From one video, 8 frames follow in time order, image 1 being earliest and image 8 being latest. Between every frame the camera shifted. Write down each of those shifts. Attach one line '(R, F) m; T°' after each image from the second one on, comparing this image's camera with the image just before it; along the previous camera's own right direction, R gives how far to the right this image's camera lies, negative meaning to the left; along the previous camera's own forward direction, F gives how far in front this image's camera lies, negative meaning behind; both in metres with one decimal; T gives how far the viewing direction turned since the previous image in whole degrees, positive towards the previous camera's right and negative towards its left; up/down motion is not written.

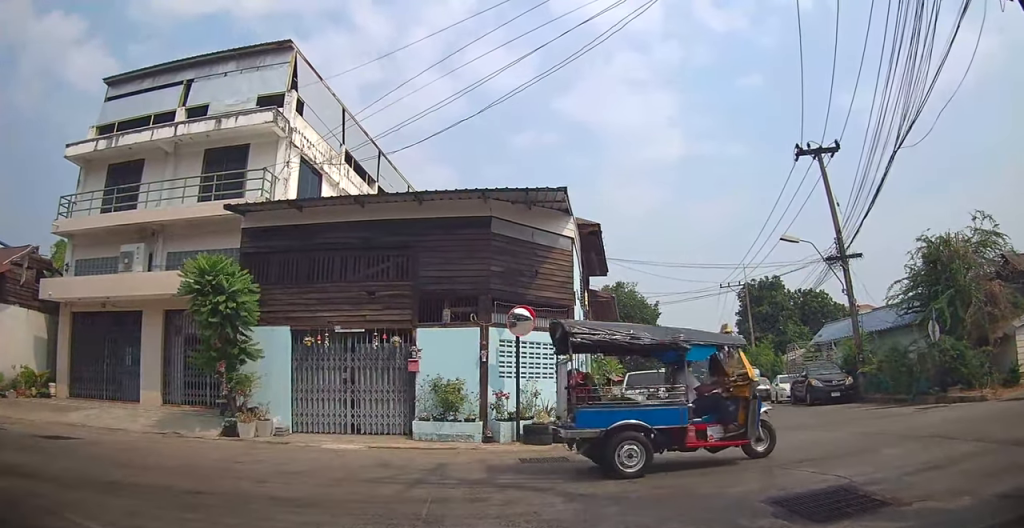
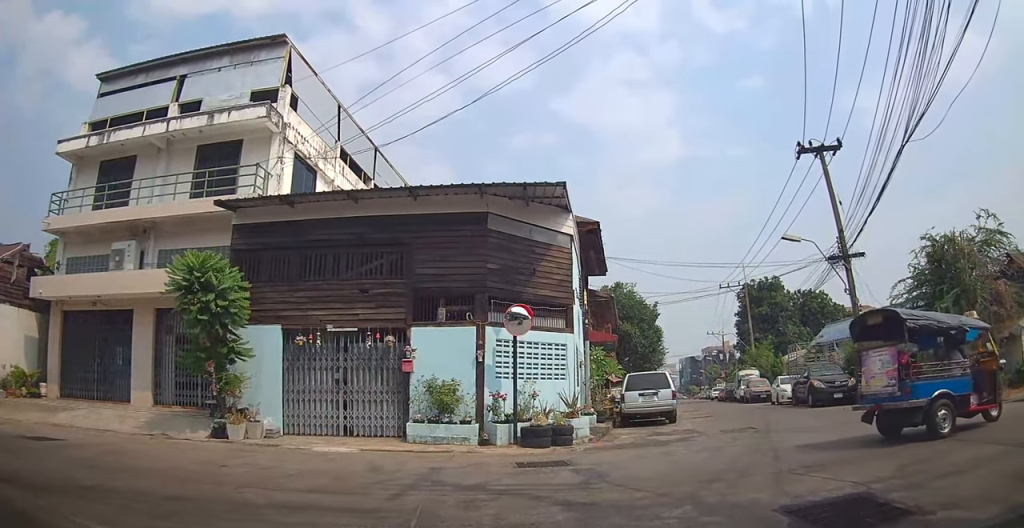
(-0.3, +0.5) m; 0°
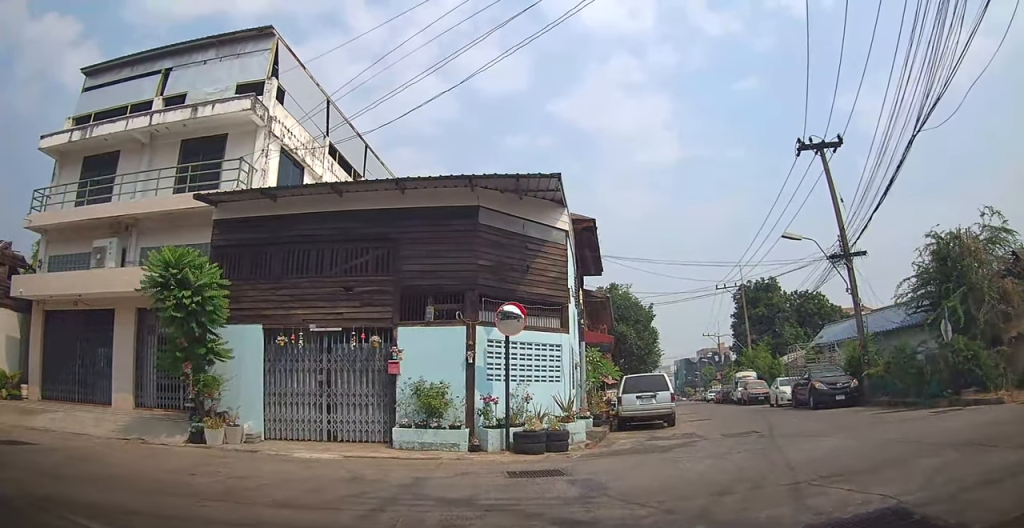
(-0.4, +0.7) m; 0°
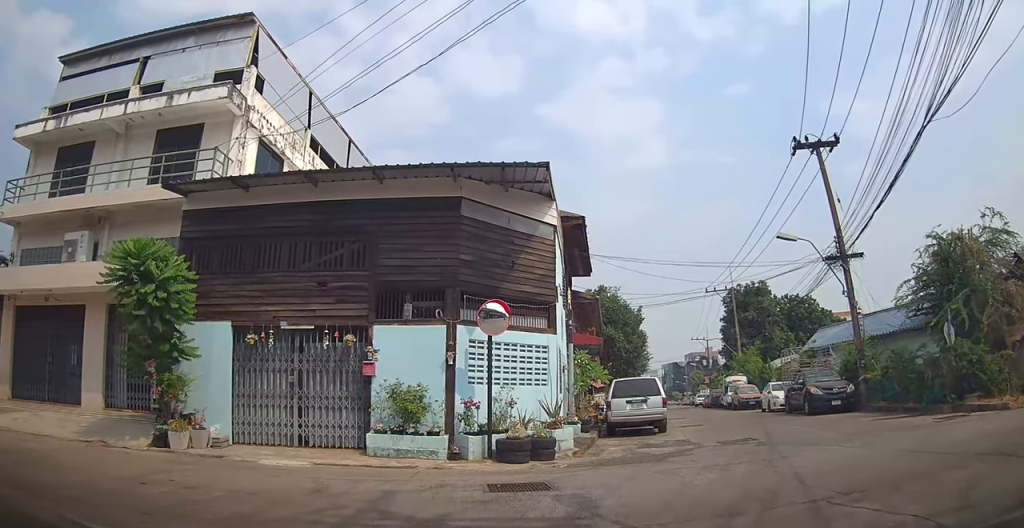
(-0.5, +0.8) m; 0°
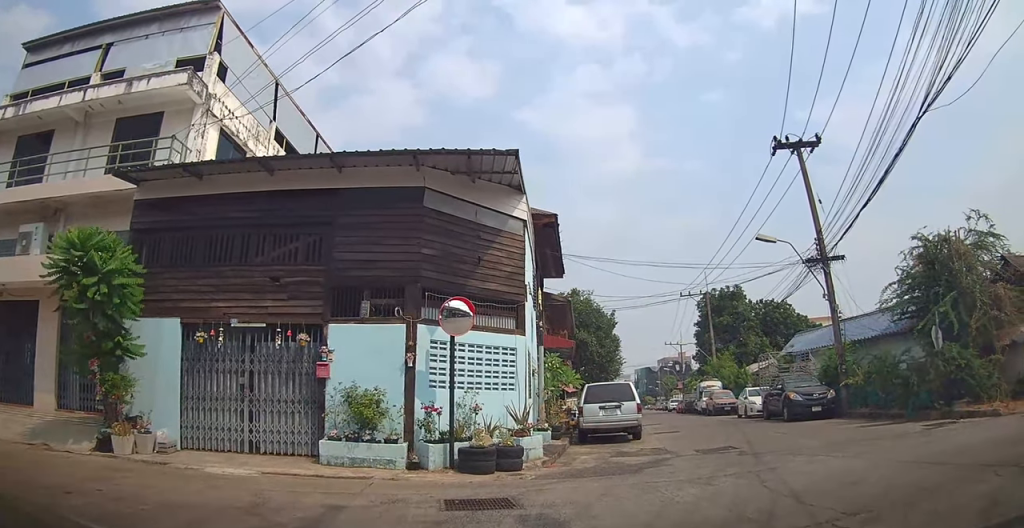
(-0.5, +0.8) m; 0°
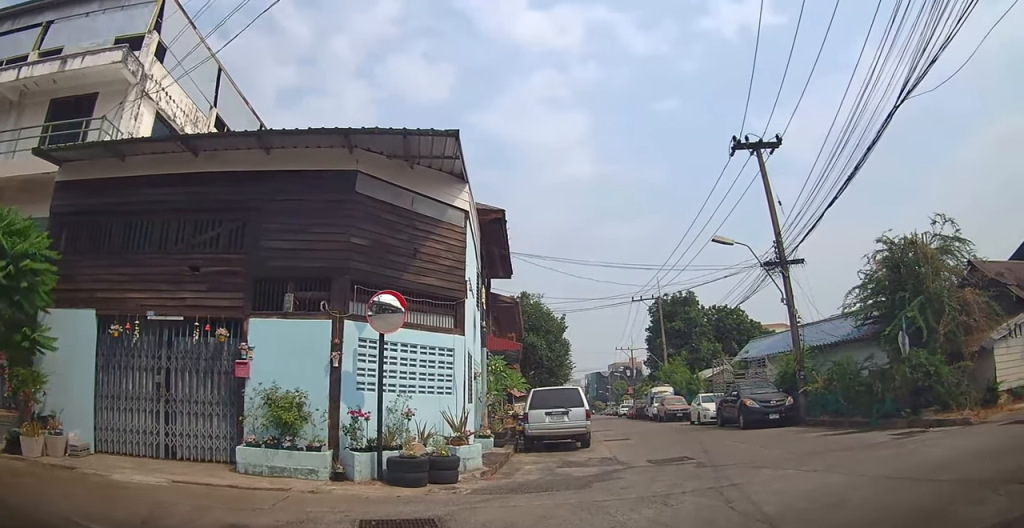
(-0.6, +1.0) m; 0°
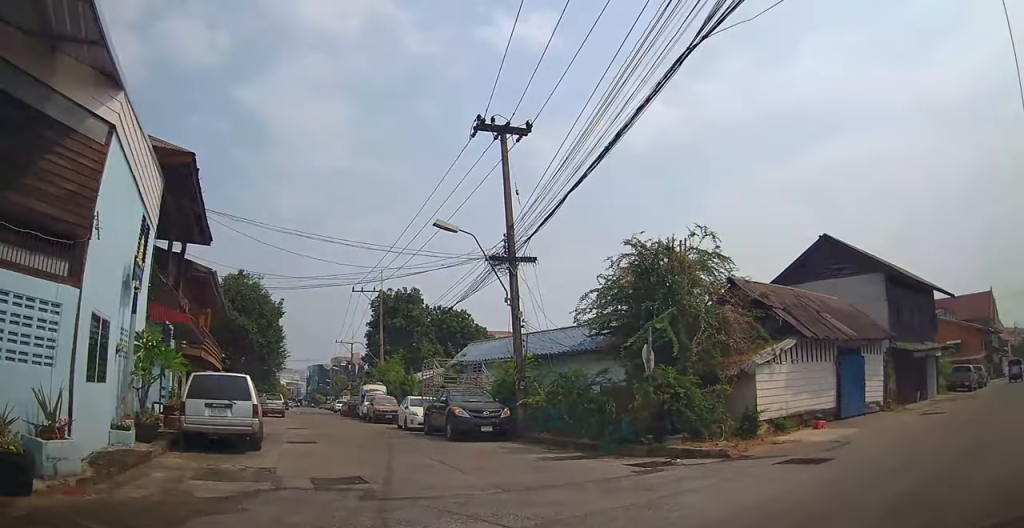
(-1.0, +1.9) m; +9°
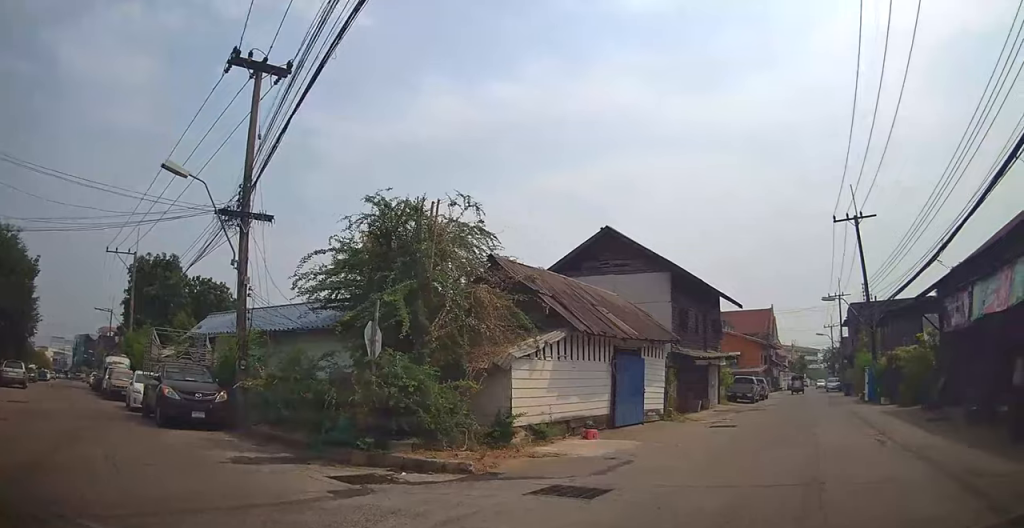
(+0.1, +1.3) m; +23°
